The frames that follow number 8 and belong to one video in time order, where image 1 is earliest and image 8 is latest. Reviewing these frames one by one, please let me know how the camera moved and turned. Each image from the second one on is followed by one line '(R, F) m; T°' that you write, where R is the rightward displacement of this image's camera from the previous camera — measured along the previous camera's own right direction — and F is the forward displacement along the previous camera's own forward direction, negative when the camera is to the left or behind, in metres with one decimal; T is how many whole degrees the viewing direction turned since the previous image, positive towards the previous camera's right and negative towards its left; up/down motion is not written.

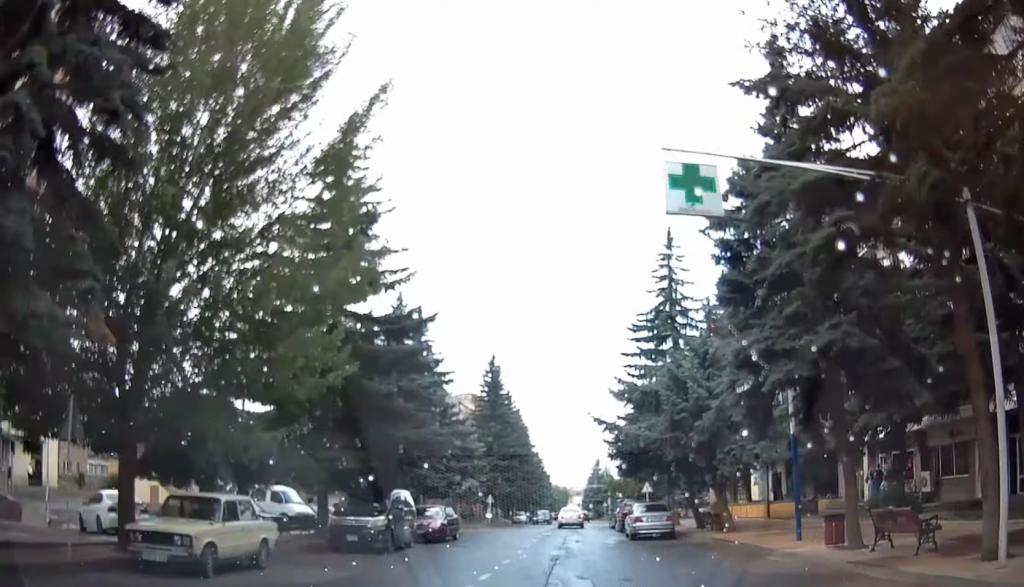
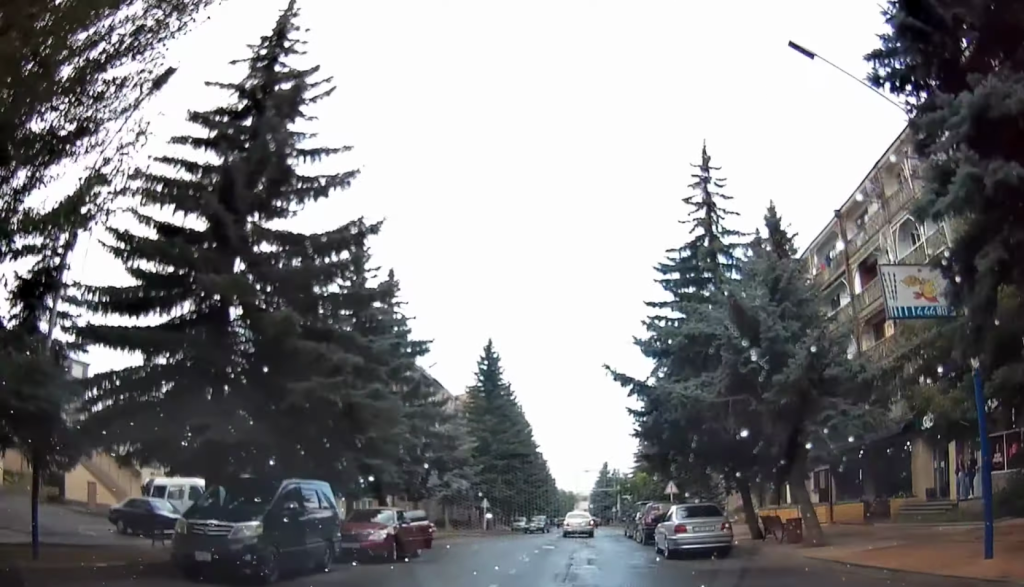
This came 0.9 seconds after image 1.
(+0.1, +8.7) m; +1°
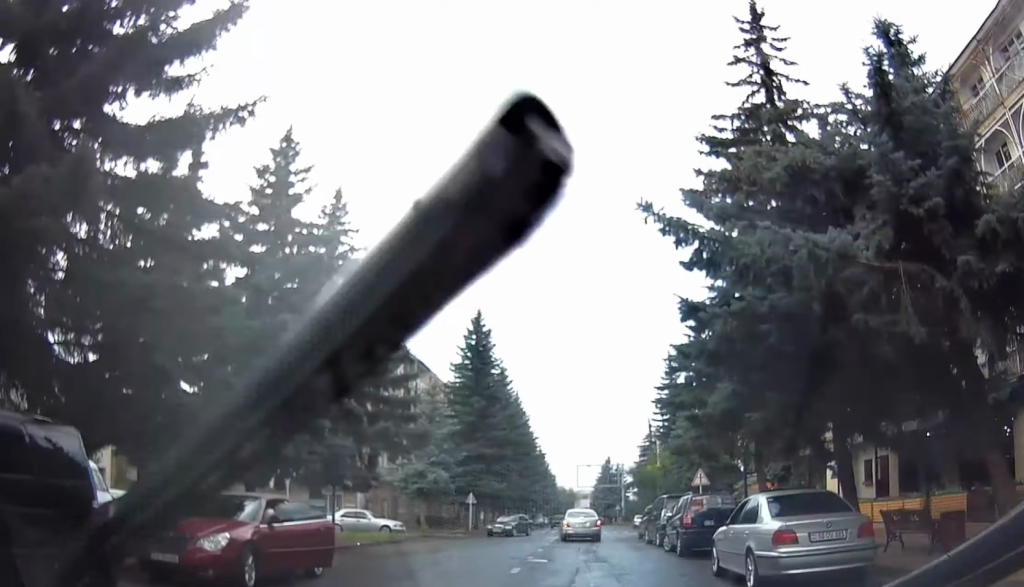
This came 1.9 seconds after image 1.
(+0.2, +9.4) m; 0°
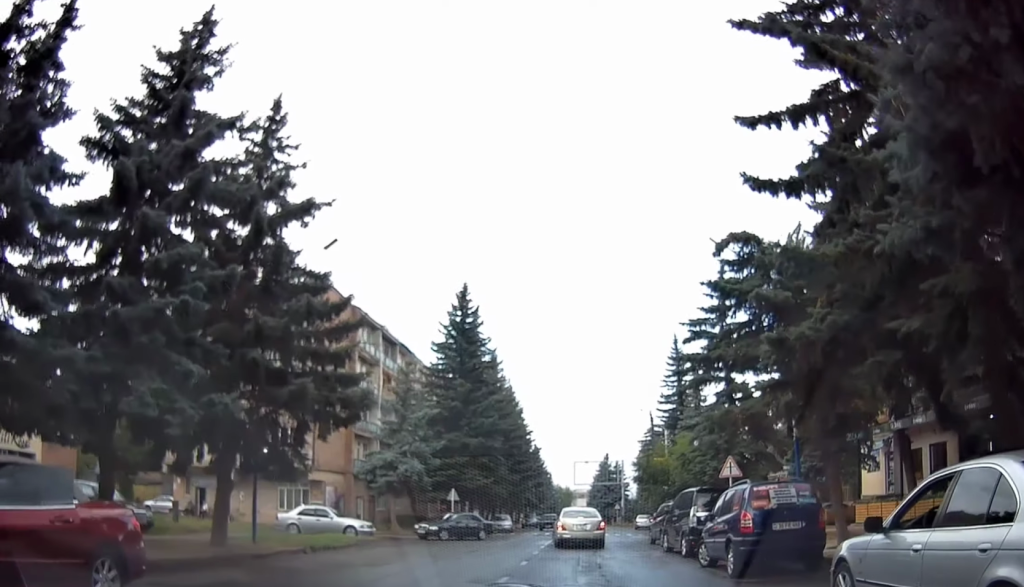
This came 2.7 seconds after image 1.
(0.0, +7.3) m; -1°
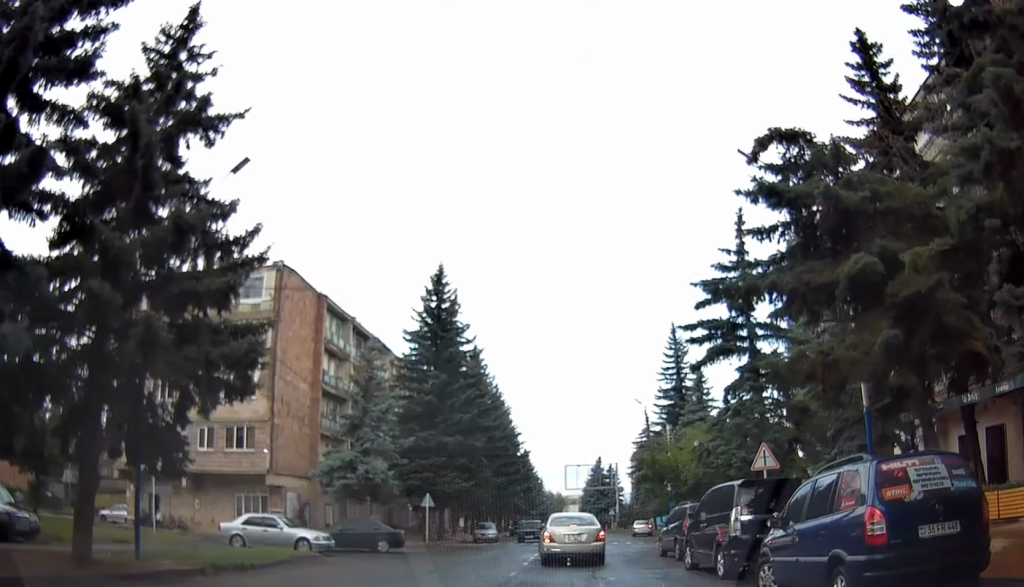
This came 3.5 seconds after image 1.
(-0.2, +6.4) m; -1°
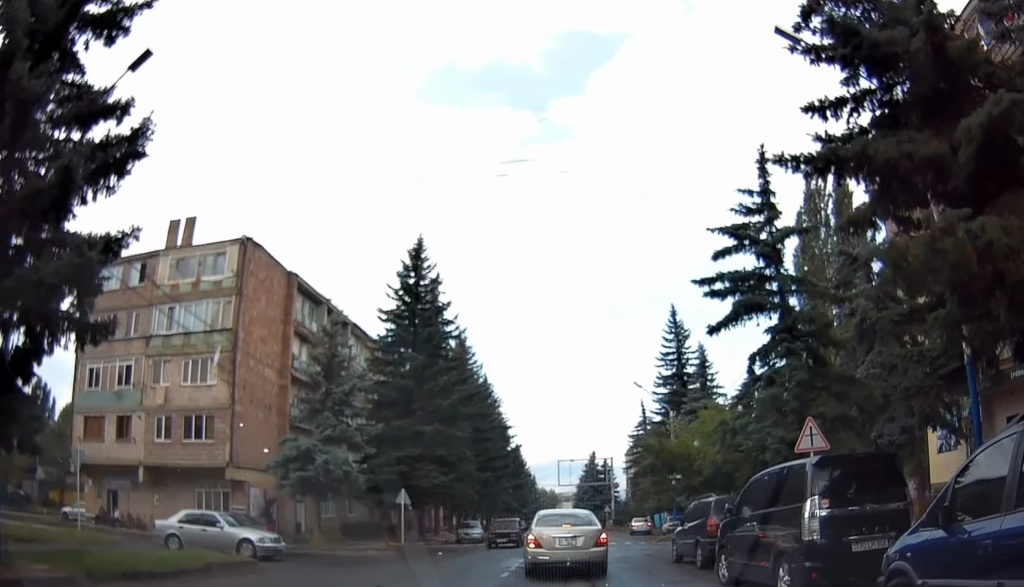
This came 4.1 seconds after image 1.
(0.0, +5.3) m; 0°
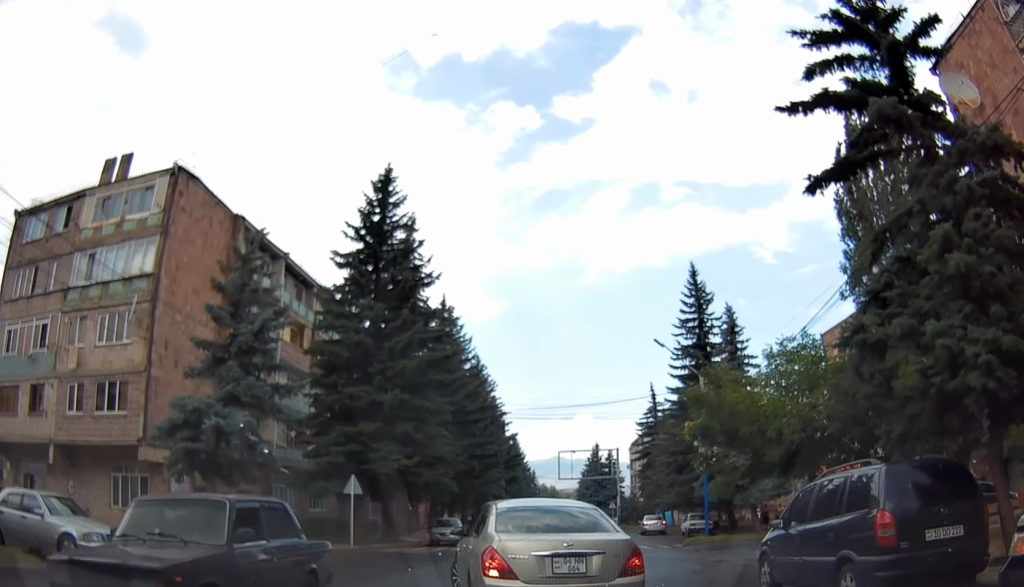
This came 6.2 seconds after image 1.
(0.0, +12.6) m; 0°
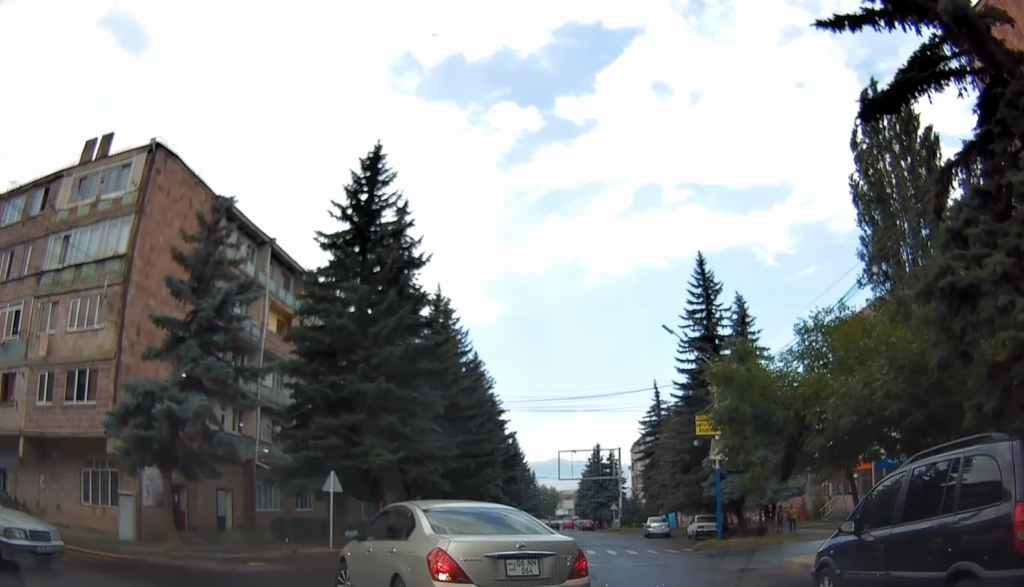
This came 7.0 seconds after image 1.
(0.0, +3.6) m; 0°
